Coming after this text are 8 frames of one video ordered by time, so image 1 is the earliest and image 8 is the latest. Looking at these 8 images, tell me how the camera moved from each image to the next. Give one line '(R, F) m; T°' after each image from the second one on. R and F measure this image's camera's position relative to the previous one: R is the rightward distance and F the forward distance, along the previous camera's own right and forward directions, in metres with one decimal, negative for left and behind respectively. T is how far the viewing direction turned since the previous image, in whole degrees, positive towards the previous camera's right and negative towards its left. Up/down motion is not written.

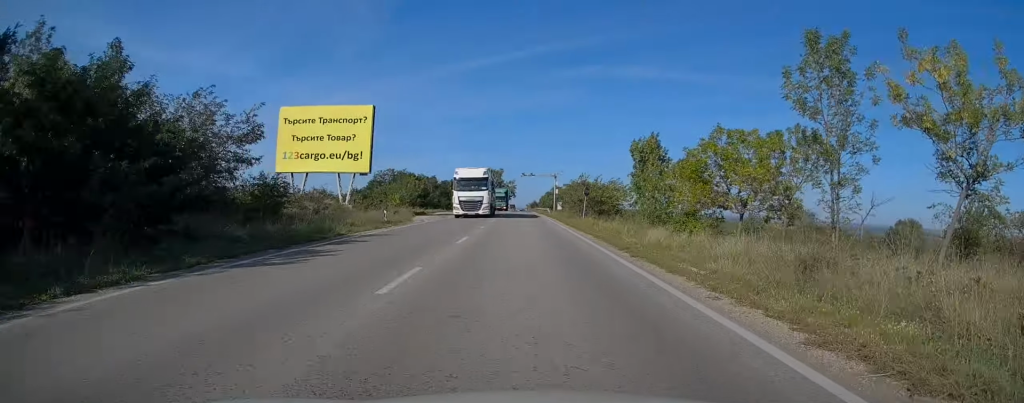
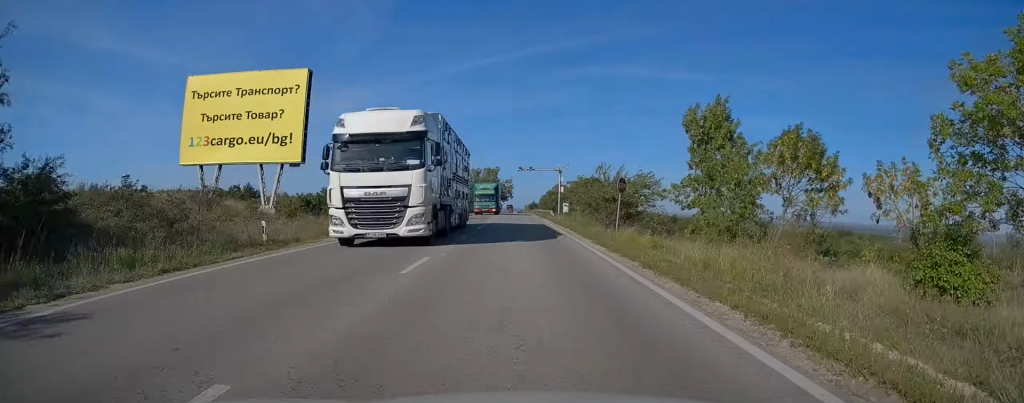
(-0.1, +15.7) m; 0°
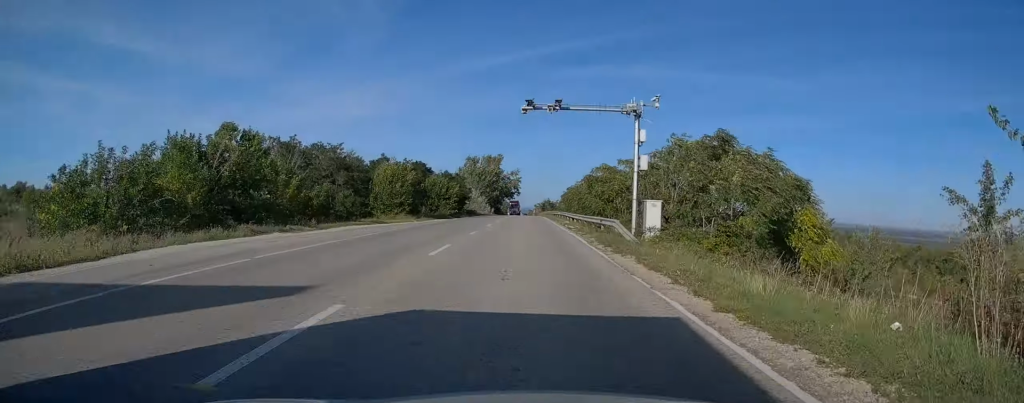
(+0.1, +42.1) m; 0°
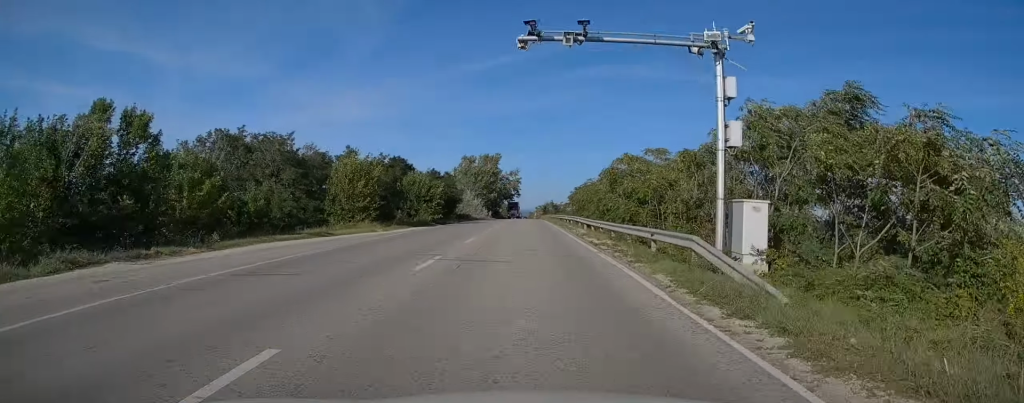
(-0.1, +10.8) m; 0°
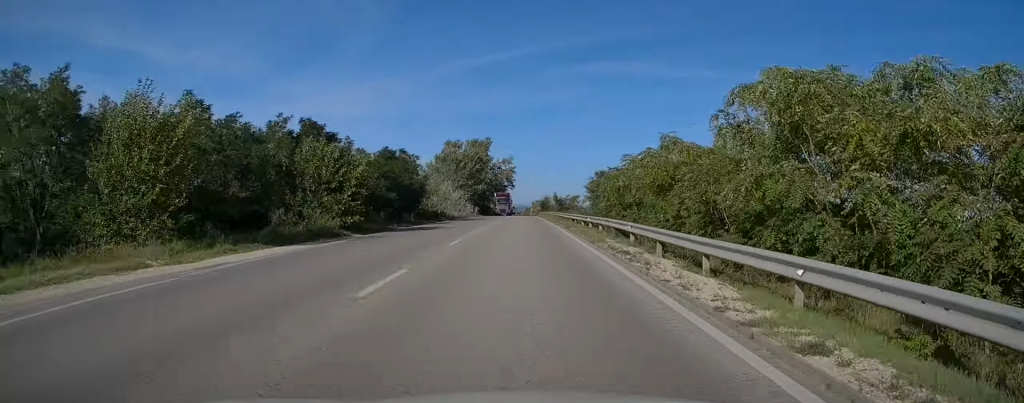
(0.0, +21.3) m; 0°
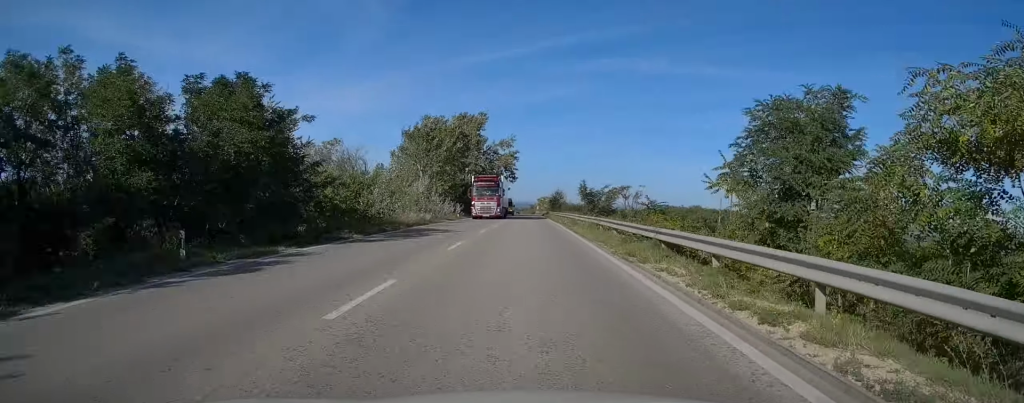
(-0.2, +28.5) m; 0°
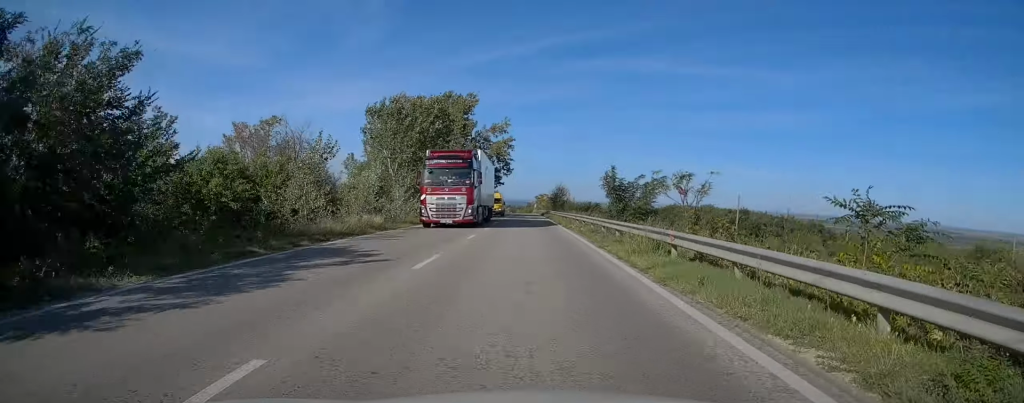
(+0.1, +13.7) m; 0°
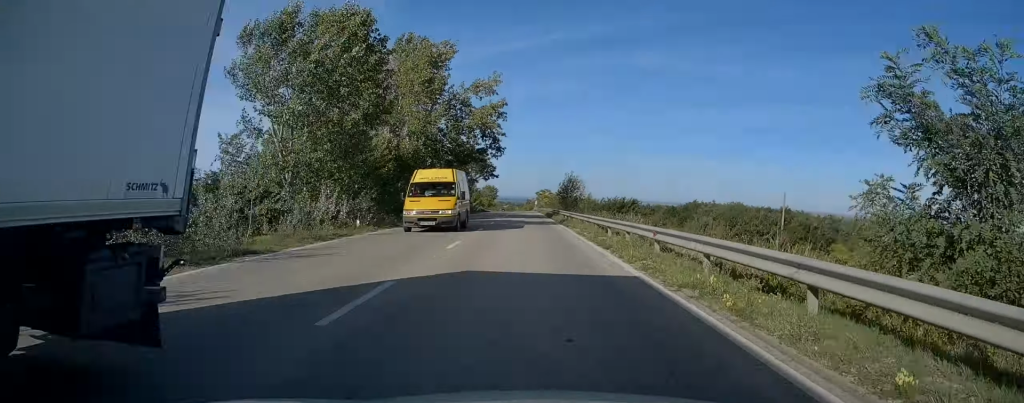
(0.0, +22.9) m; 0°
